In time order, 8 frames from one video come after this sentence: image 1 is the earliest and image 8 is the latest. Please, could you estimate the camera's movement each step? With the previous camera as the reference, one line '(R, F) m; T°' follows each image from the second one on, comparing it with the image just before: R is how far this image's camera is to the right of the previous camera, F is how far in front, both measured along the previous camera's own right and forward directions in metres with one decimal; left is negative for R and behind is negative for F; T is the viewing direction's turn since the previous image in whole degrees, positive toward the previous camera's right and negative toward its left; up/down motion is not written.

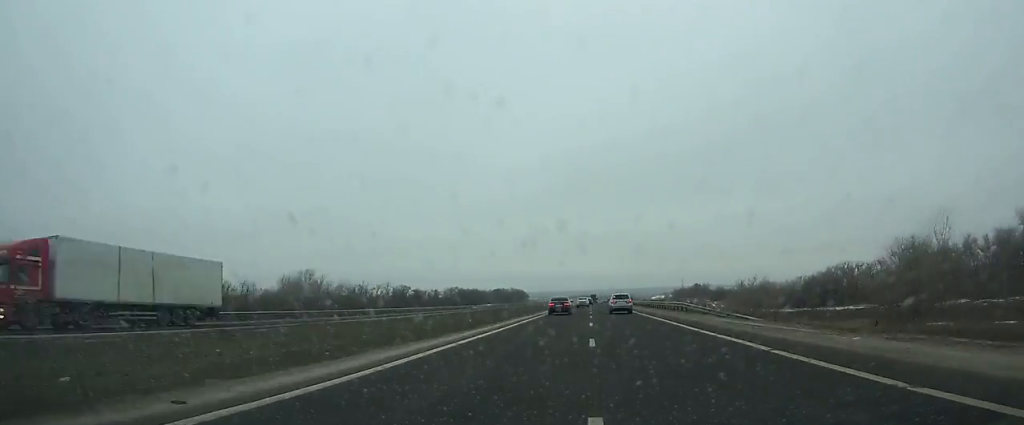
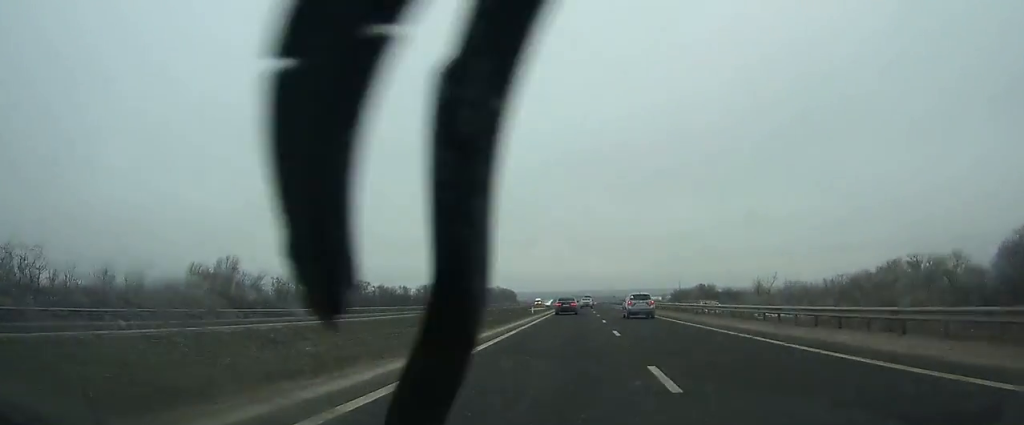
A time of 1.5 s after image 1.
(-0.2, +42.2) m; 0°
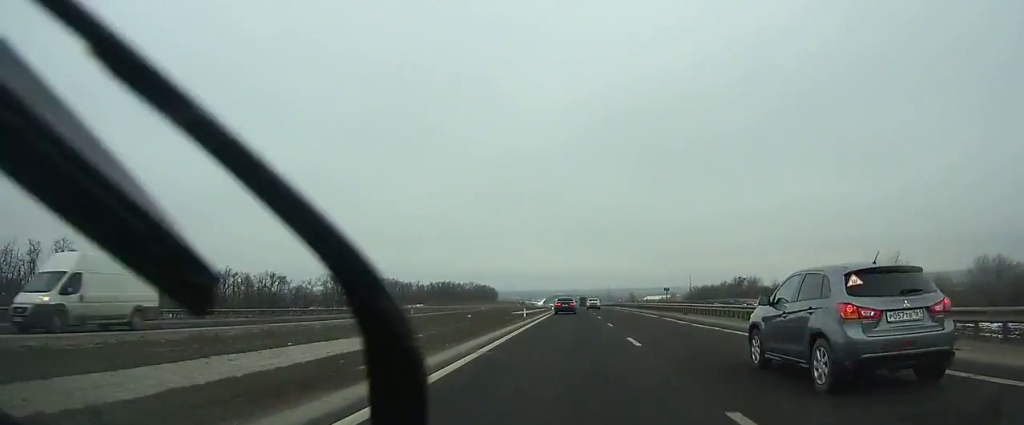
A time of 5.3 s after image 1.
(+1.0, +111.5) m; +1°
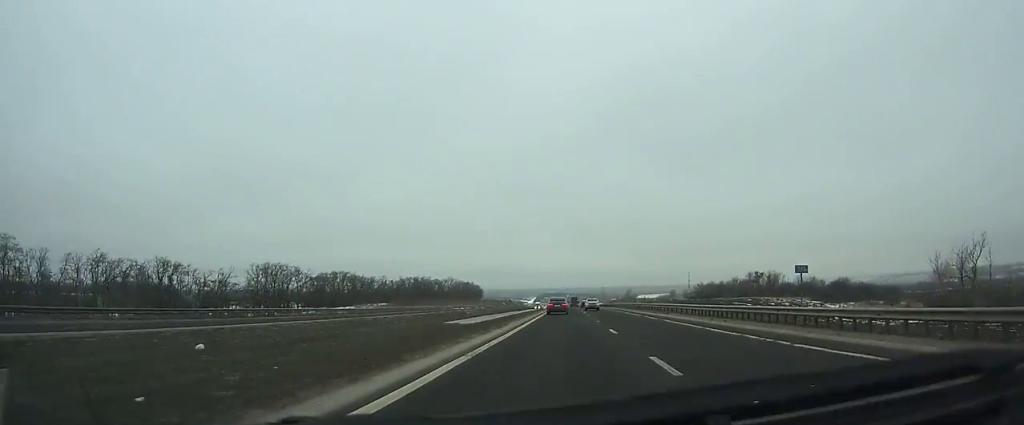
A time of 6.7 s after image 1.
(-0.2, +41.8) m; 0°
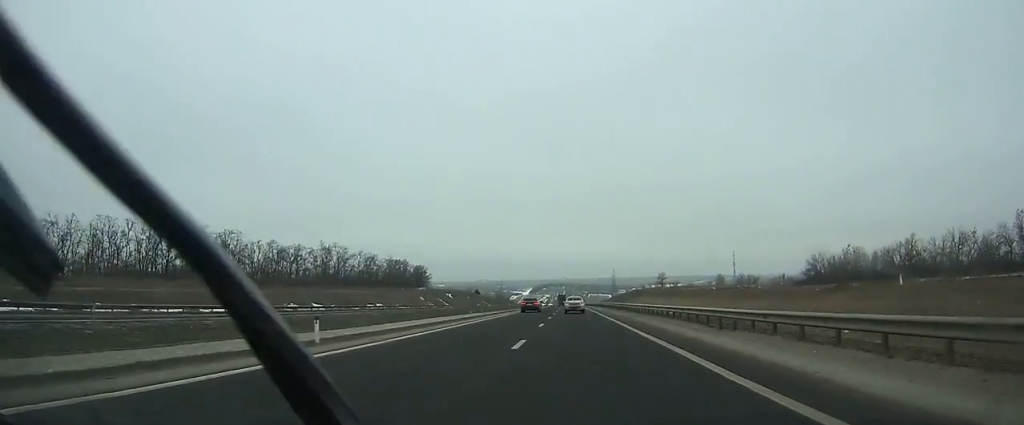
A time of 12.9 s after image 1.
(+1.1, +184.8) m; 0°
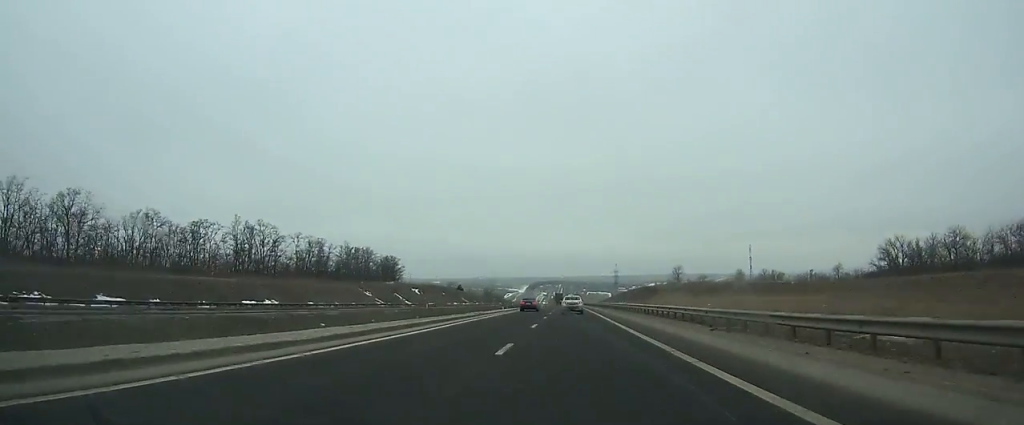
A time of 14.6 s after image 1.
(-0.1, +49.1) m; 0°
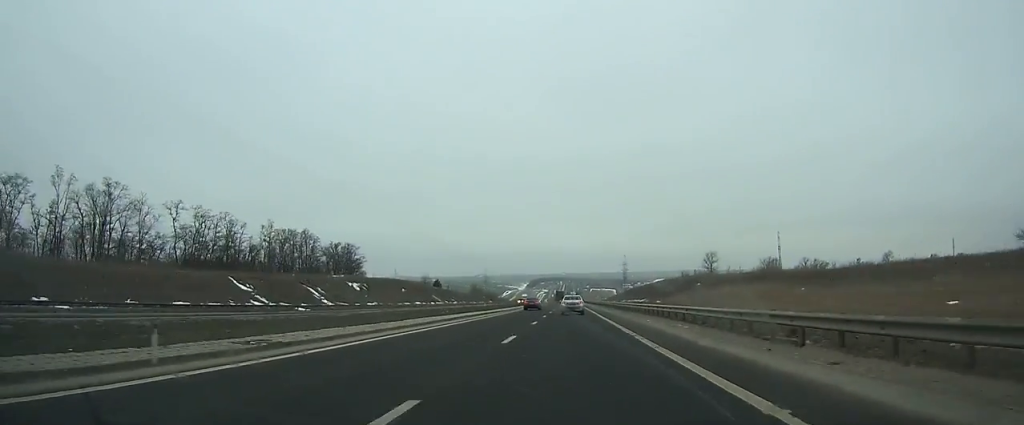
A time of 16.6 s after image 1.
(0.0, +57.1) m; 0°
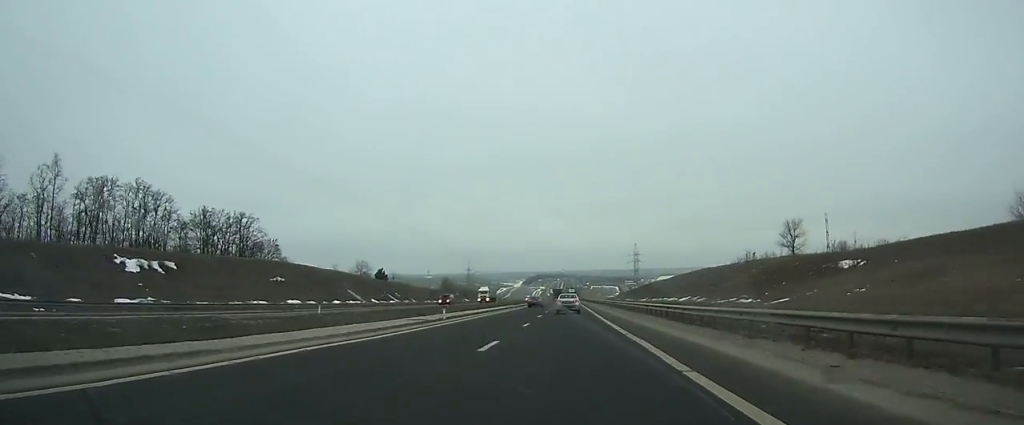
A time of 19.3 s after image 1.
(-0.3, +75.4) m; 0°
